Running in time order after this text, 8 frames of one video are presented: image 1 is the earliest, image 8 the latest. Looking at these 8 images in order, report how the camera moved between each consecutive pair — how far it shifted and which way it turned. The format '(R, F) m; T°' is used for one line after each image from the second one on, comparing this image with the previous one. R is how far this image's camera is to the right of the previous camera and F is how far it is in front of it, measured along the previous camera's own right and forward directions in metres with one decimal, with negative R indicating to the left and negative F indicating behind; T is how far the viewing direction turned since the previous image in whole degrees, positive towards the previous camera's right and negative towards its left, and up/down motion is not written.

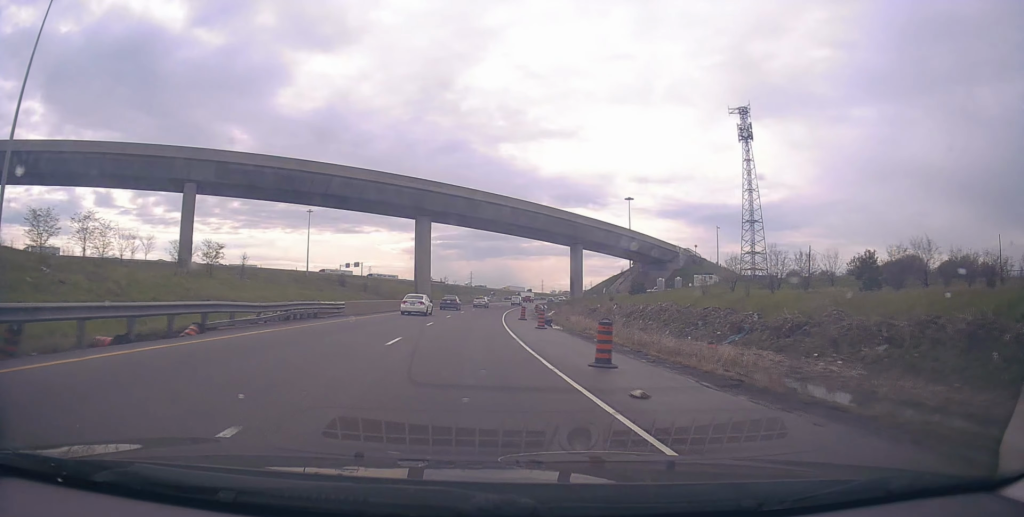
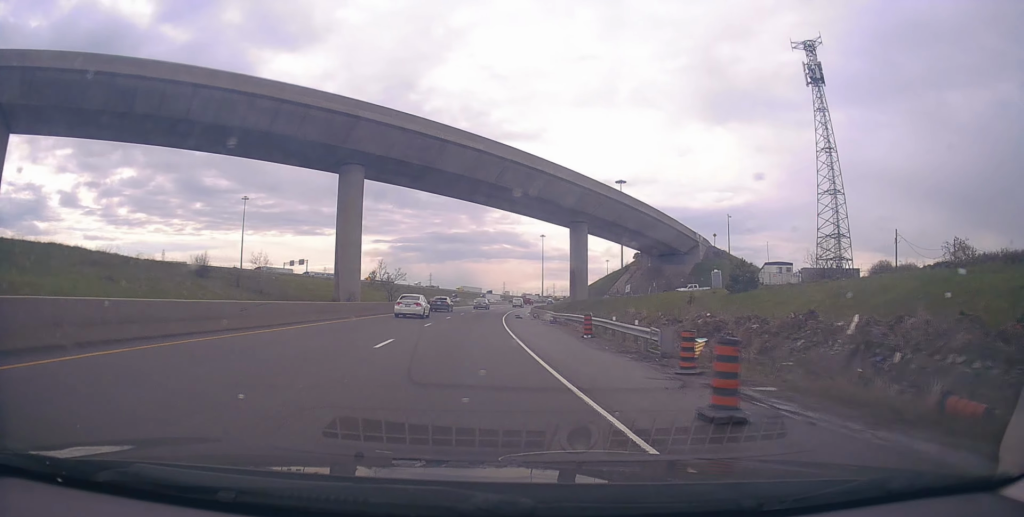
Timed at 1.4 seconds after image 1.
(+1.7, +37.5) m; +4°
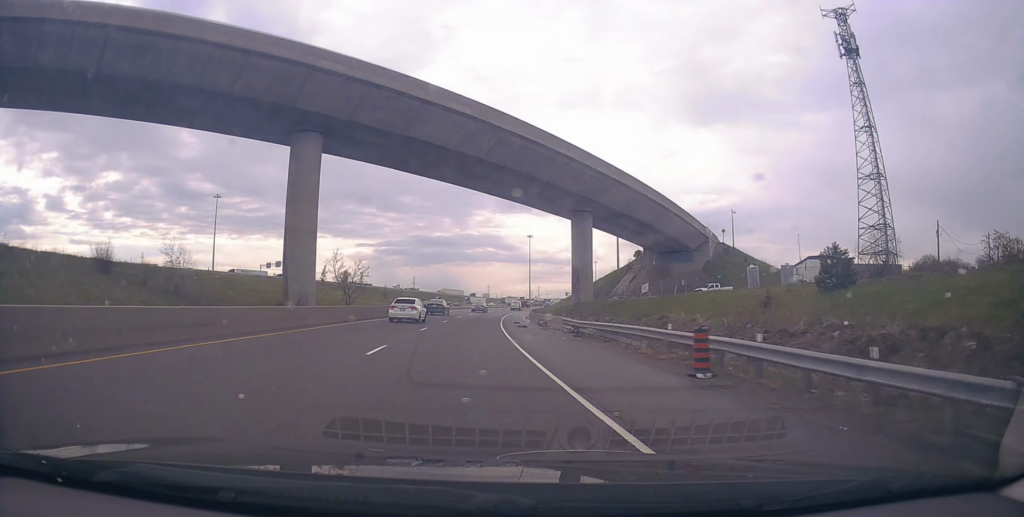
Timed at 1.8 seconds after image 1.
(+0.1, +12.4) m; +1°
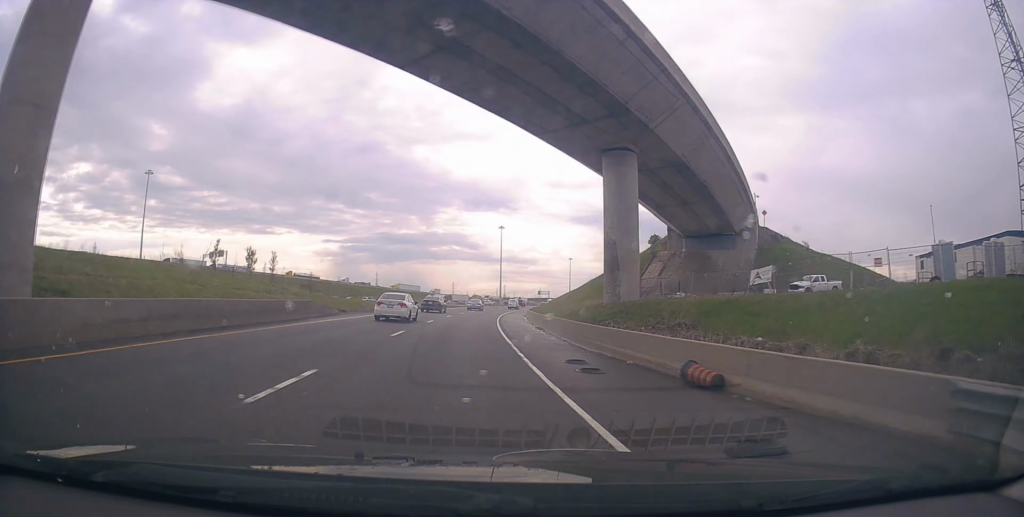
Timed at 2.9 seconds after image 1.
(+0.7, +31.1) m; +4°
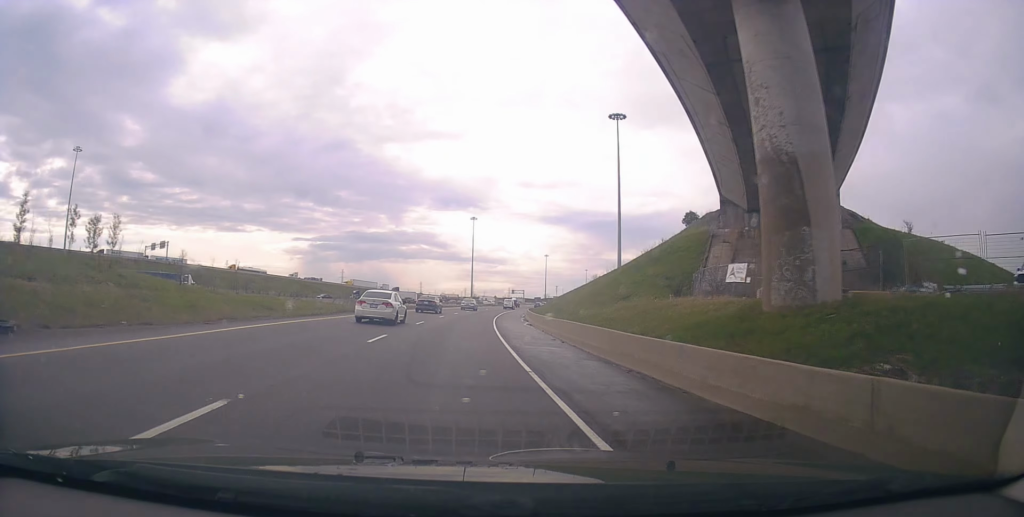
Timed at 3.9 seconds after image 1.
(+1.1, +27.2) m; +4°
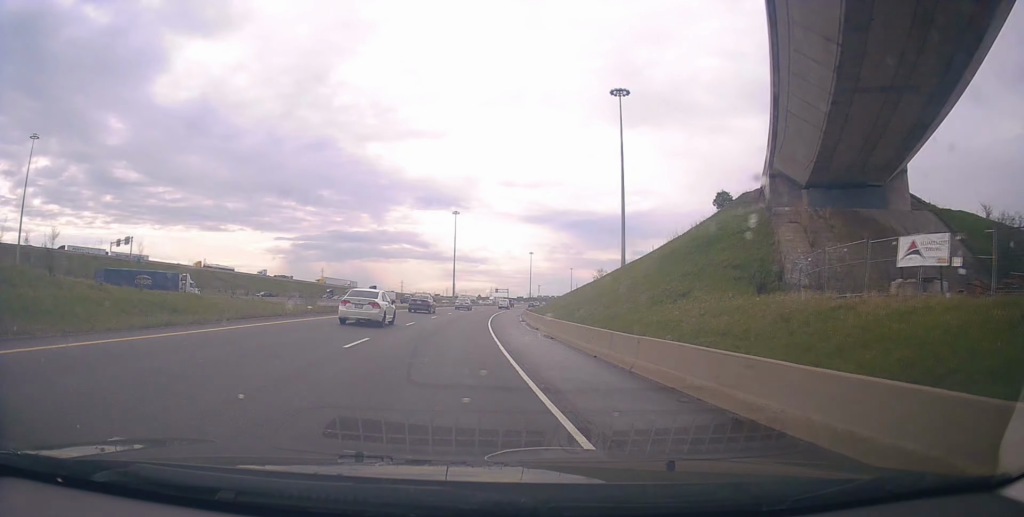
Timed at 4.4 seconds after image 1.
(+0.5, +14.0) m; +1°
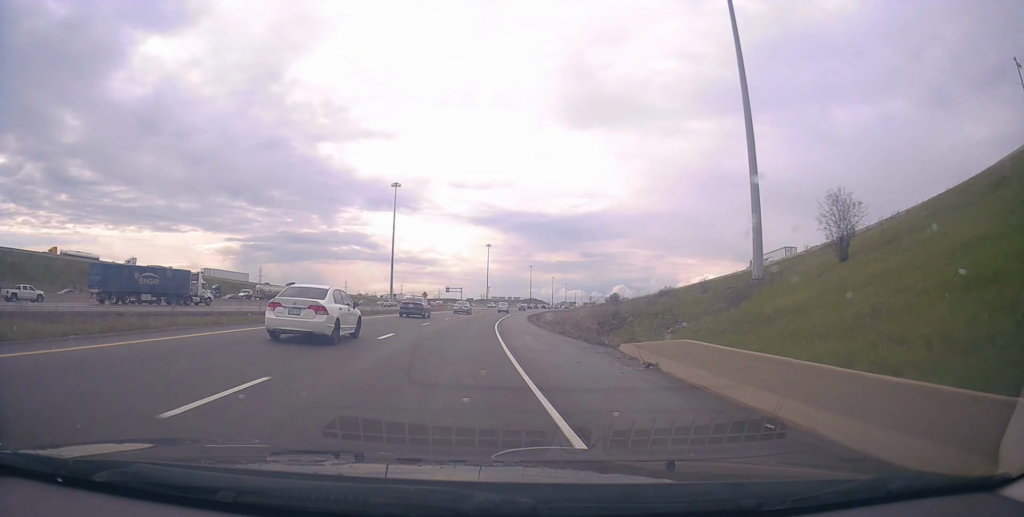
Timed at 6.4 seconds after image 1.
(+2.5, +56.3) m; +6°
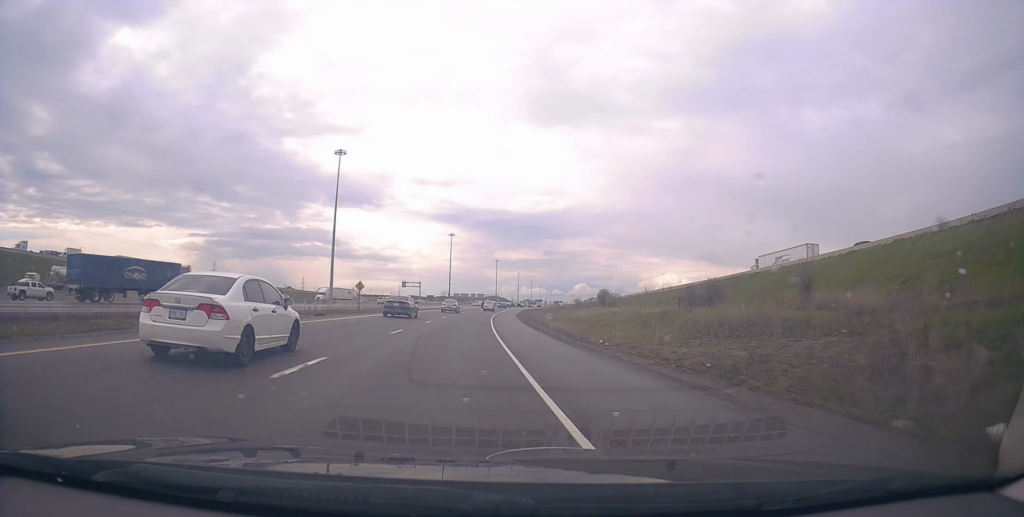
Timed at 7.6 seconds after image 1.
(+0.8, +34.6) m; +4°
